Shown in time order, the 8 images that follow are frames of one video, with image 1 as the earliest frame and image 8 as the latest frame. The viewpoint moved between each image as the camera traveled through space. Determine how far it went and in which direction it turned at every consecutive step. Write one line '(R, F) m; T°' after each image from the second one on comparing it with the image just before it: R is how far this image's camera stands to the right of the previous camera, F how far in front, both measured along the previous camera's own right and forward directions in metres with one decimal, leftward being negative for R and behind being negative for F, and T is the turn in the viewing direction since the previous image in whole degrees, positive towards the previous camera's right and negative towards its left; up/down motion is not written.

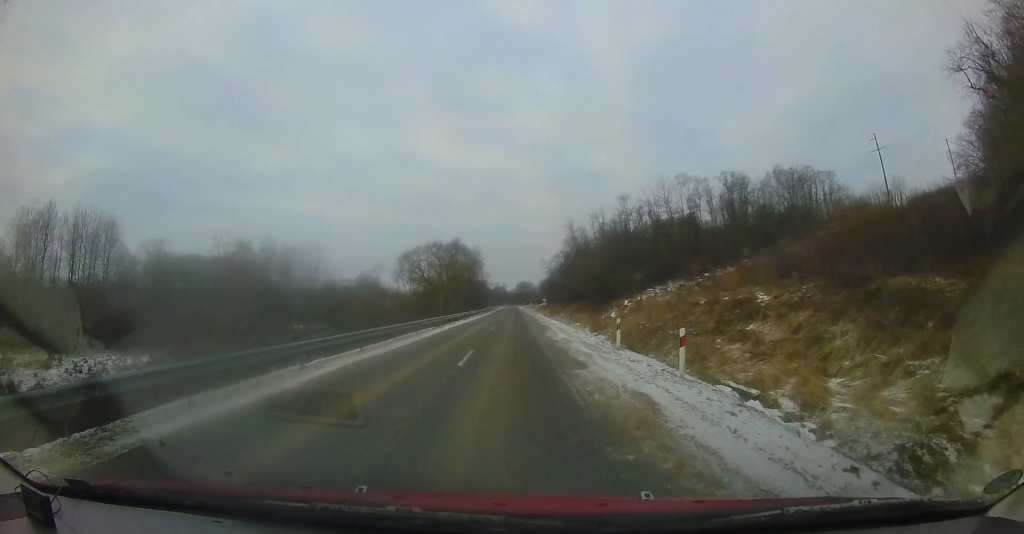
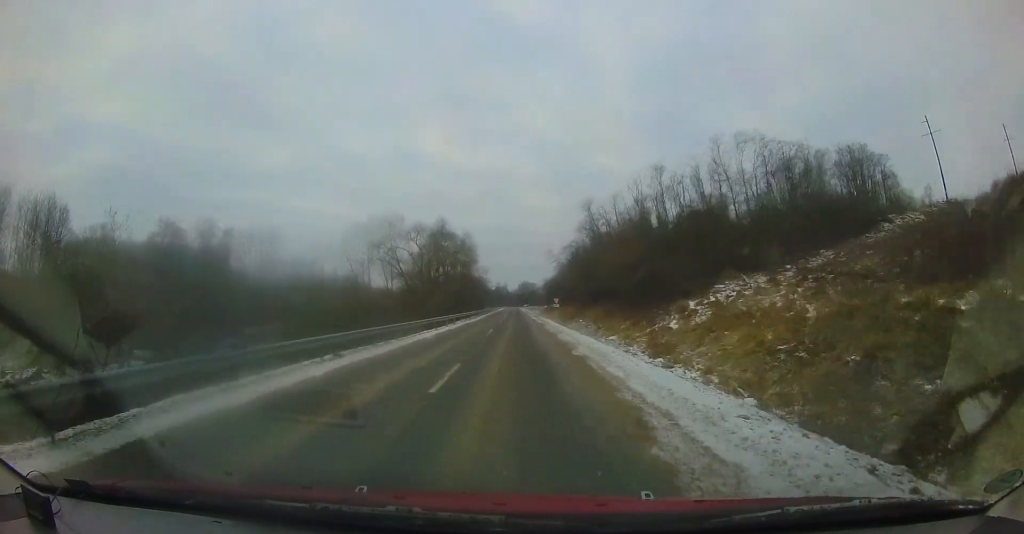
(-0.1, +14.8) m; -1°
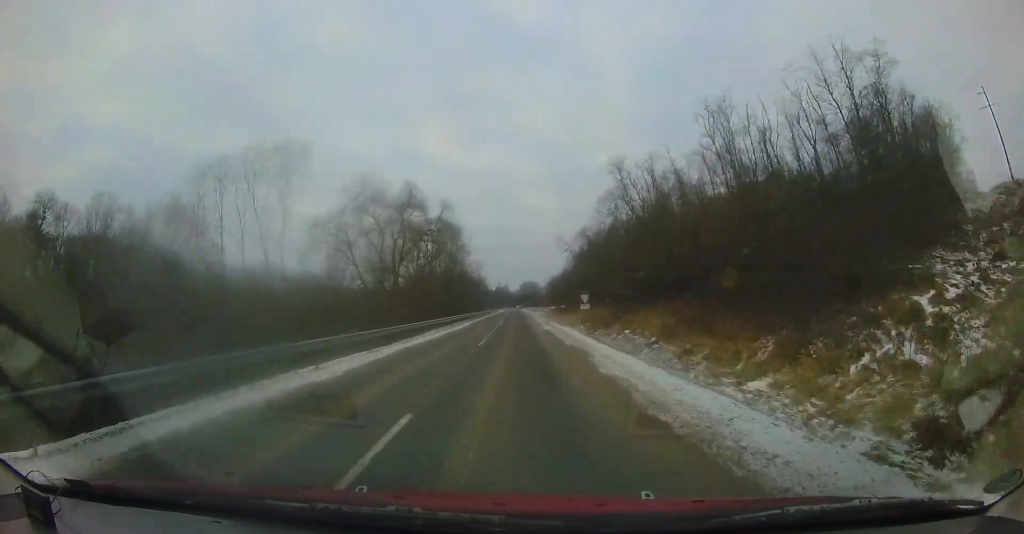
(-0.4, +16.5) m; -2°
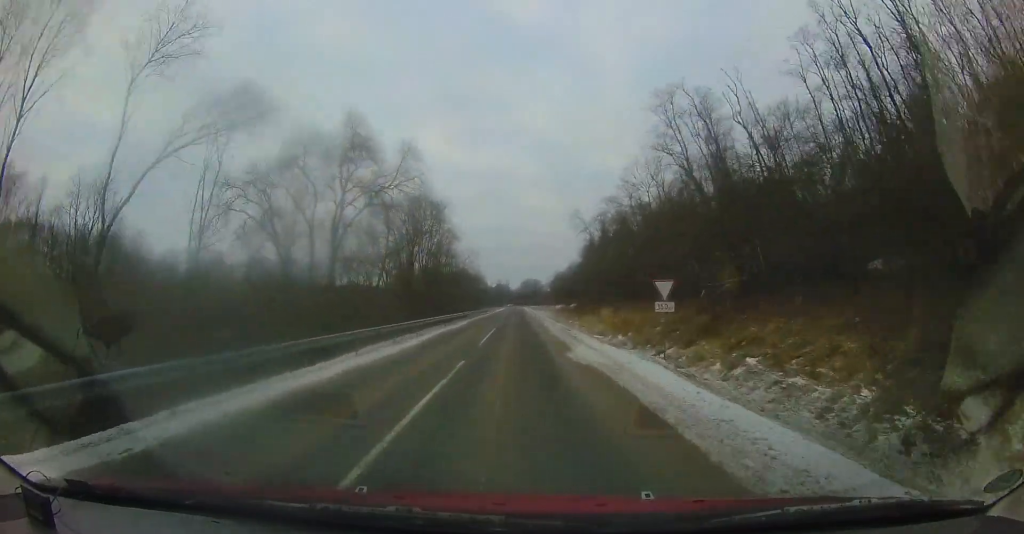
(-0.2, +13.5) m; 0°
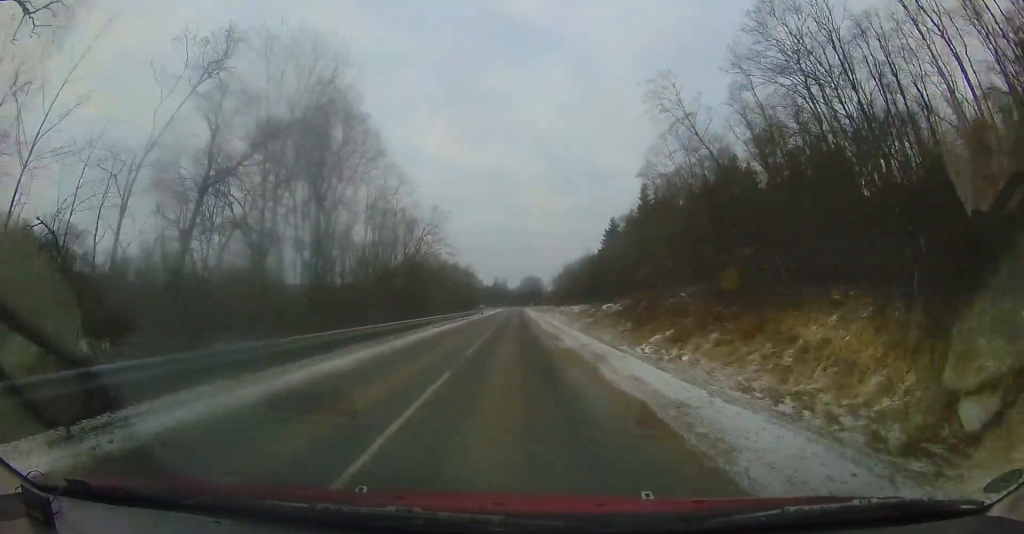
(+0.5, +26.2) m; +2°
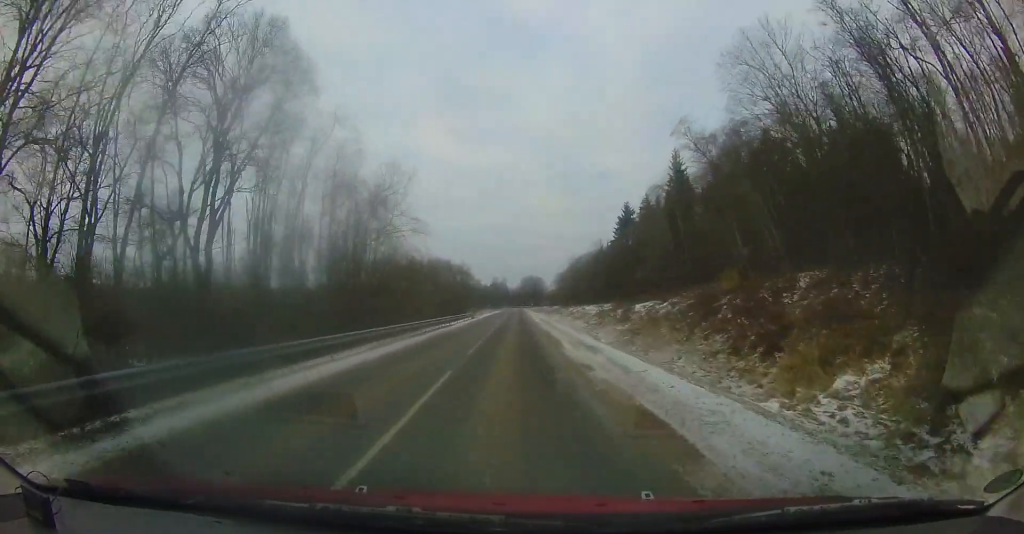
(+0.1, +11.8) m; +1°
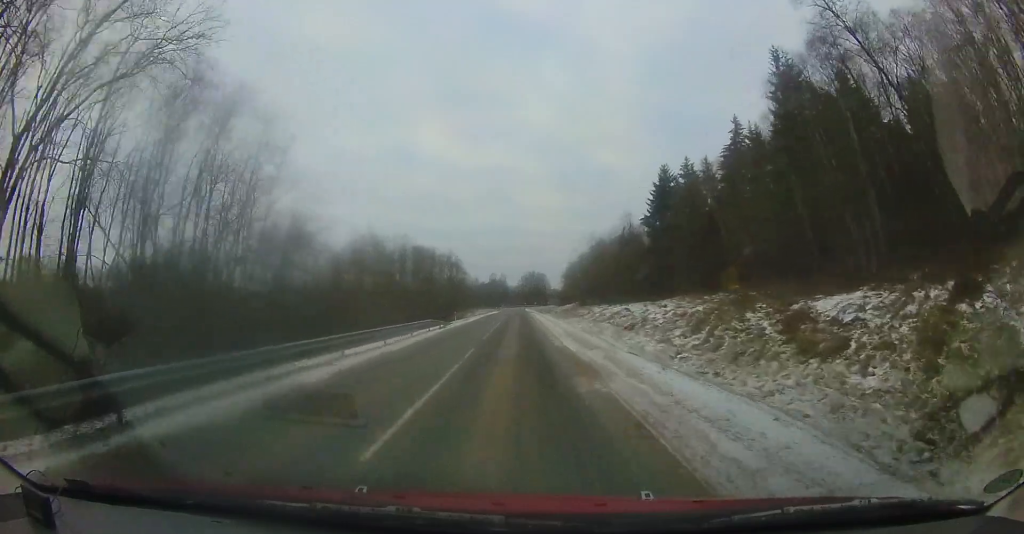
(+0.1, +19.2) m; -1°
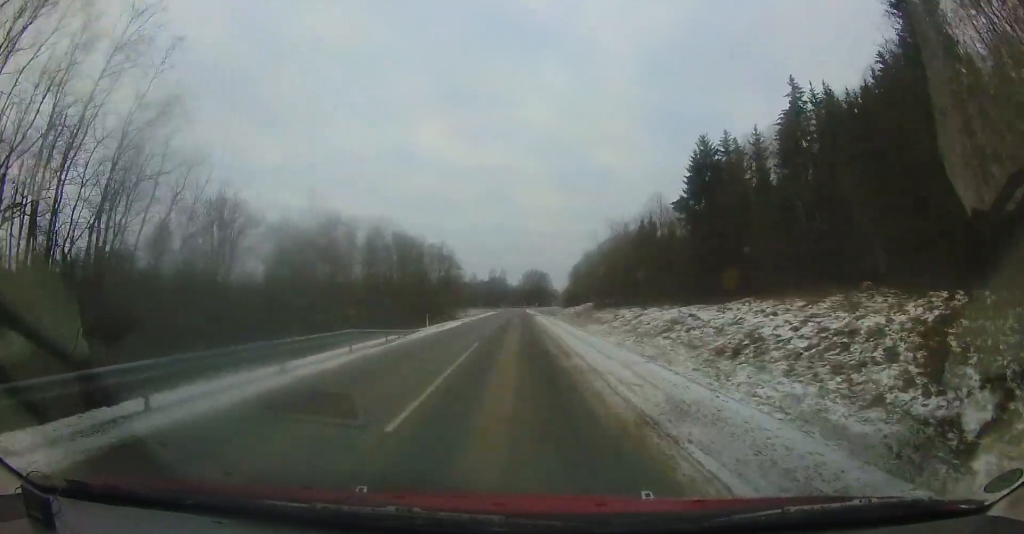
(-0.1, +11.3) m; -1°
